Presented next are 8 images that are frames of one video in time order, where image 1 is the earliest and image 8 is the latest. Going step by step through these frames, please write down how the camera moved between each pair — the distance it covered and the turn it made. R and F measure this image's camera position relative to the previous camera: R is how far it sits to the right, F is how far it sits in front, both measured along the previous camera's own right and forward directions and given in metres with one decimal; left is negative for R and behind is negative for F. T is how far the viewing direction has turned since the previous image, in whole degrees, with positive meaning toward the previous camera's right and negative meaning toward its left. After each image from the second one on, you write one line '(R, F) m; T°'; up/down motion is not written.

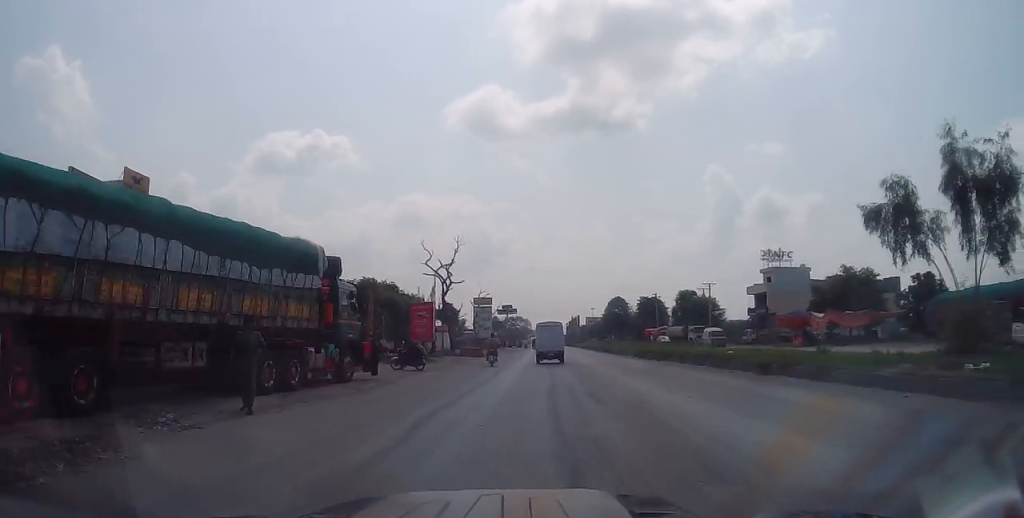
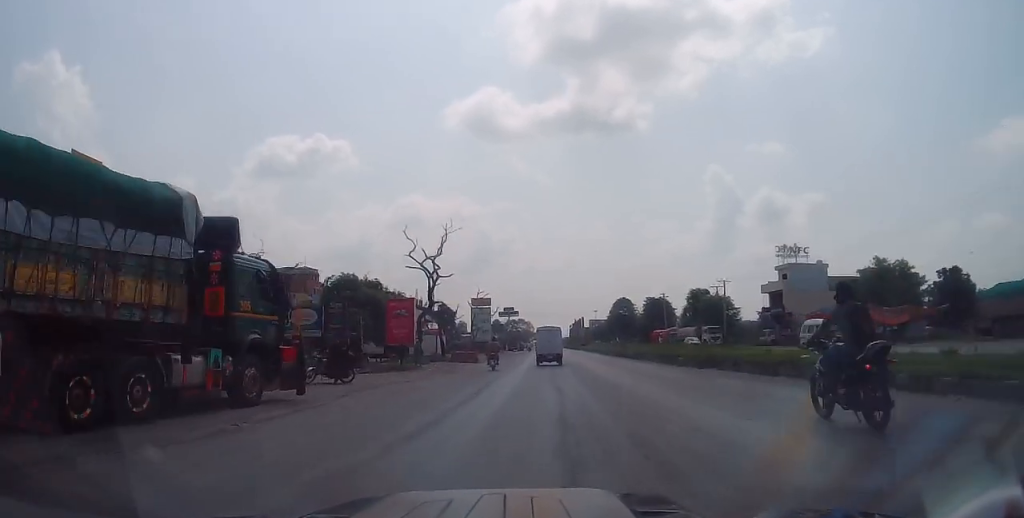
(+0.1, +6.9) m; +2°
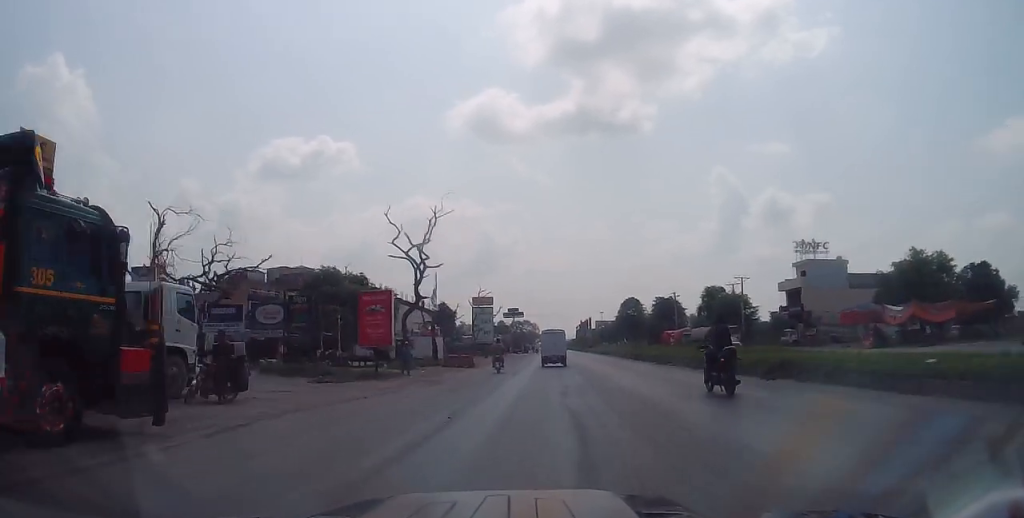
(+0.1, +6.0) m; +1°
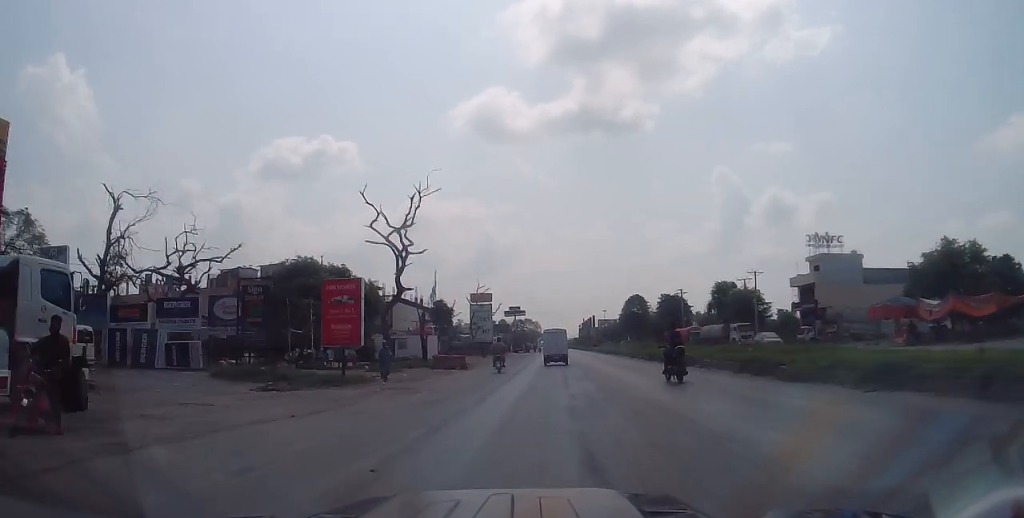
(0.0, +5.0) m; -3°
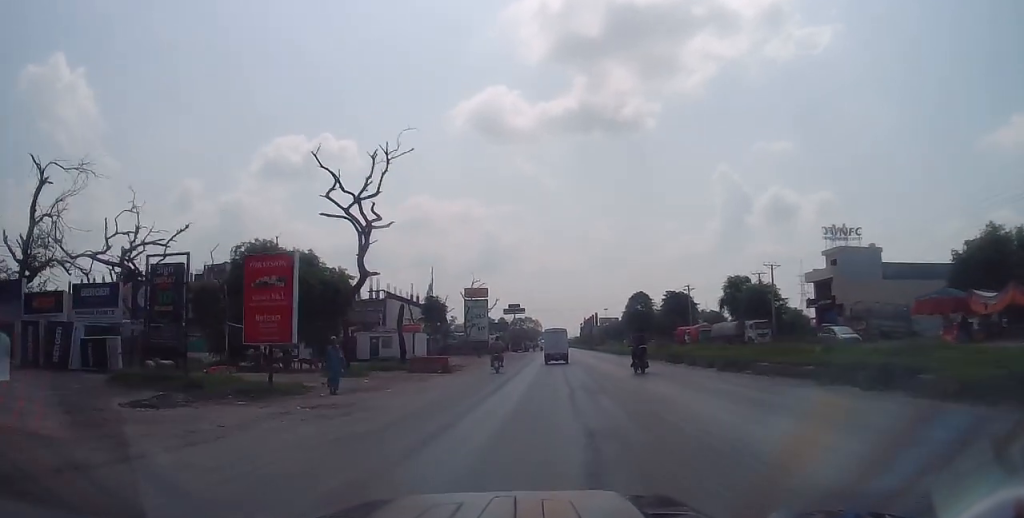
(-0.1, +6.3) m; -2°
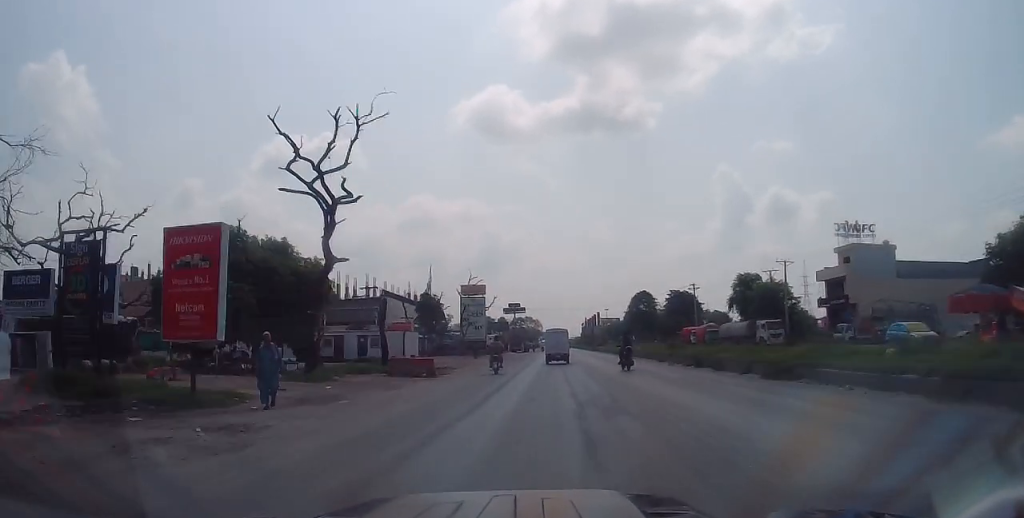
(-0.3, +4.0) m; +1°
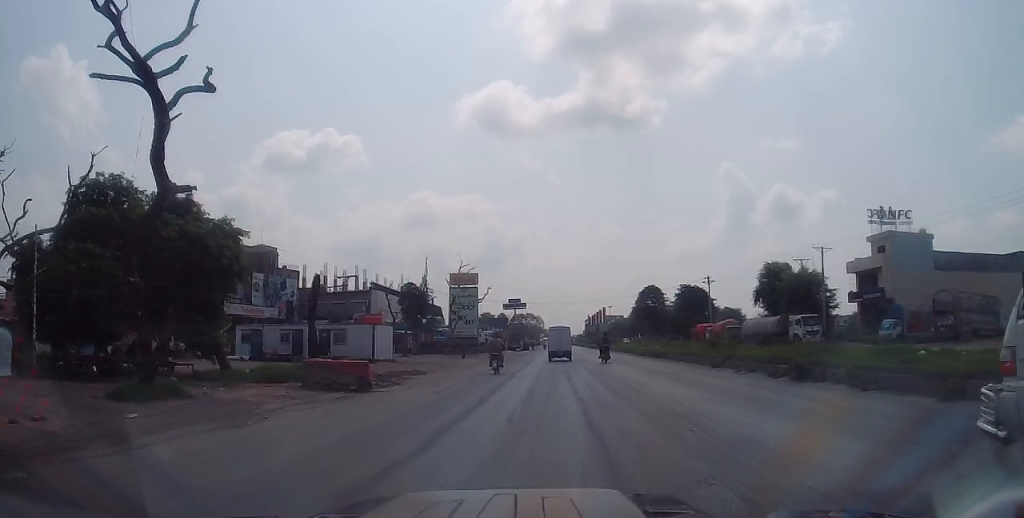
(+0.5, +9.7) m; +3°
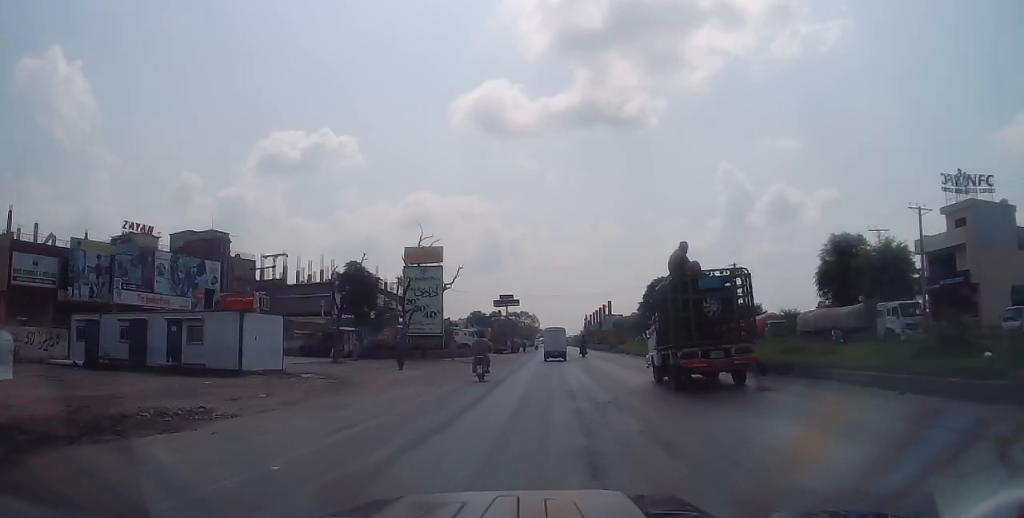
(-0.7, +18.9) m; -2°
